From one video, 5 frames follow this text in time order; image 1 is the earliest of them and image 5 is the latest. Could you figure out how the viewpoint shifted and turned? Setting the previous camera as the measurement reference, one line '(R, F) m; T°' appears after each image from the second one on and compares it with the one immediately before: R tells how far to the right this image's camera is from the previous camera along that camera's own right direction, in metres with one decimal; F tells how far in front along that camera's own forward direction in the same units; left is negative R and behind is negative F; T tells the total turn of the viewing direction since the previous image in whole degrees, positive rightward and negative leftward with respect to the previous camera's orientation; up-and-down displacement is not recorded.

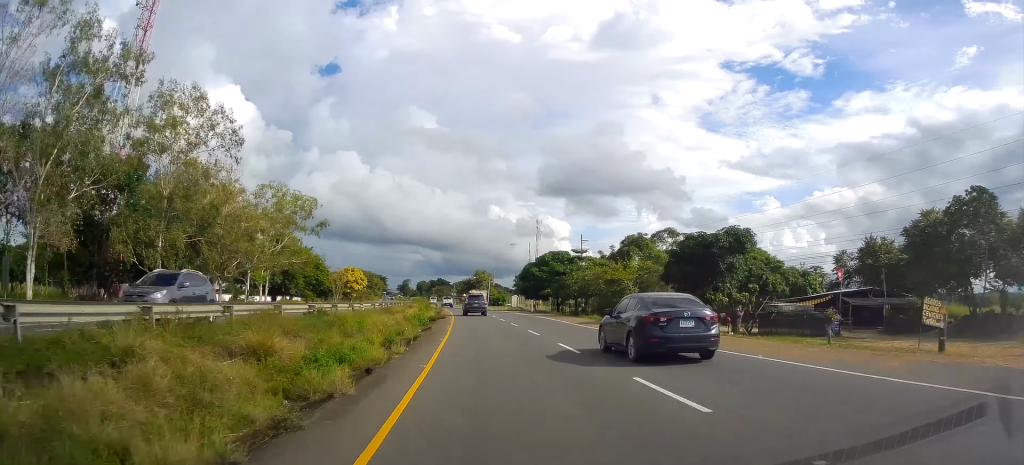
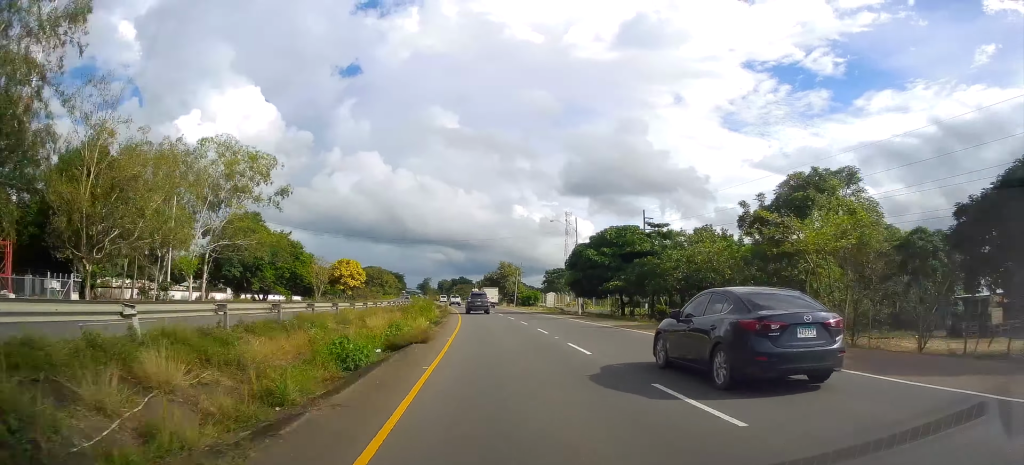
(-0.5, +25.3) m; -3°
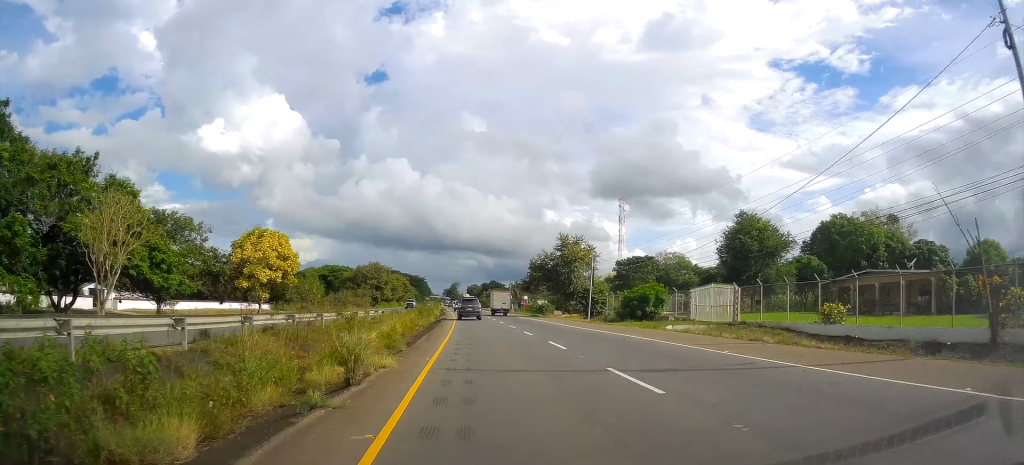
(-2.7, +54.9) m; -4°
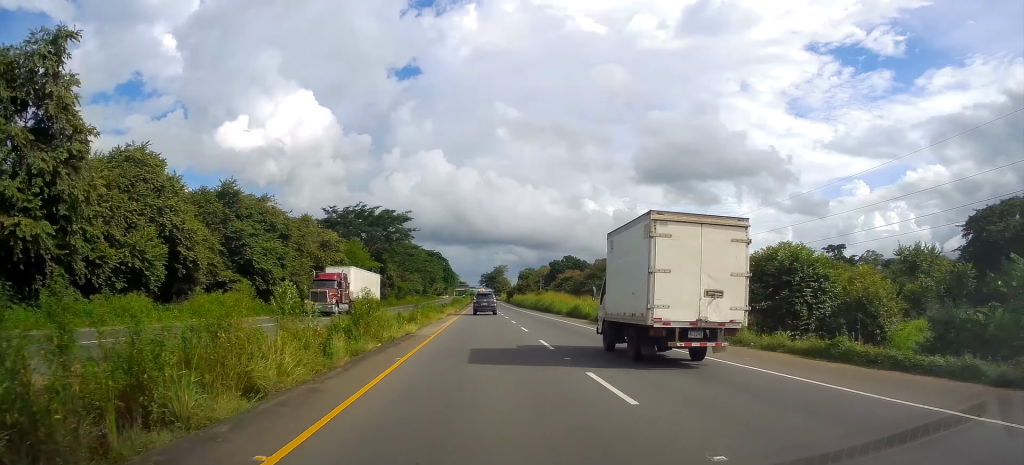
(-10.7, +221.3) m; -3°
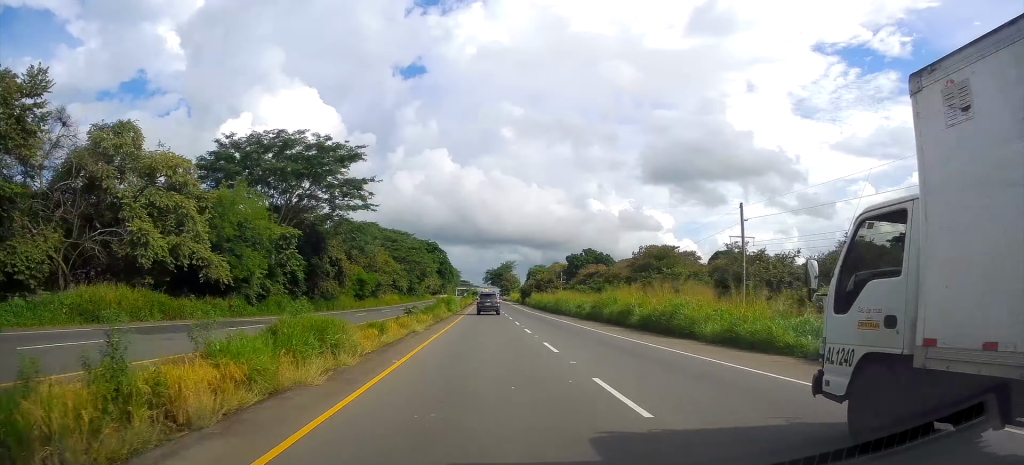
(-0.3, +42.1) m; 0°
